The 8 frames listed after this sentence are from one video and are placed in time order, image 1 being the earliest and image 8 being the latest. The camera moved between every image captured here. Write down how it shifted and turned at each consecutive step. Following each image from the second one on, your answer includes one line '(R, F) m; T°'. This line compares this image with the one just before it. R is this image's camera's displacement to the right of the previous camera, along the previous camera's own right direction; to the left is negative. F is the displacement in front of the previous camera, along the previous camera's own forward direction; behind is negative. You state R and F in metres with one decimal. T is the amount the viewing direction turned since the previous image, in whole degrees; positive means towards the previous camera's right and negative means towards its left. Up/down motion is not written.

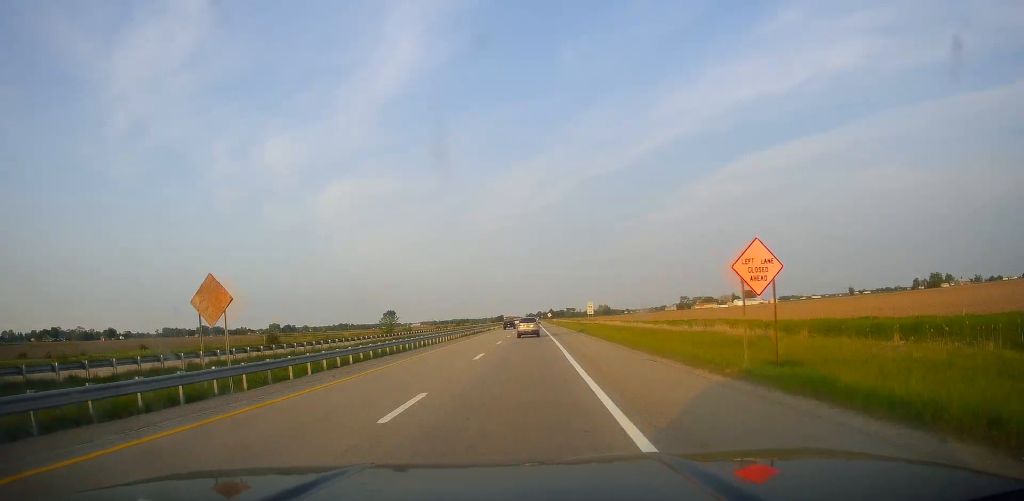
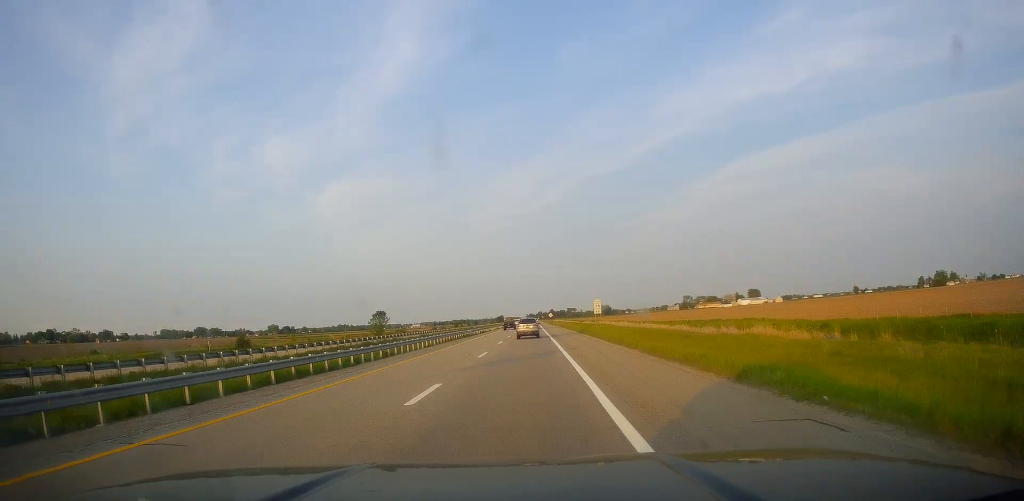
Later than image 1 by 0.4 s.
(0.0, +12.9) m; 0°
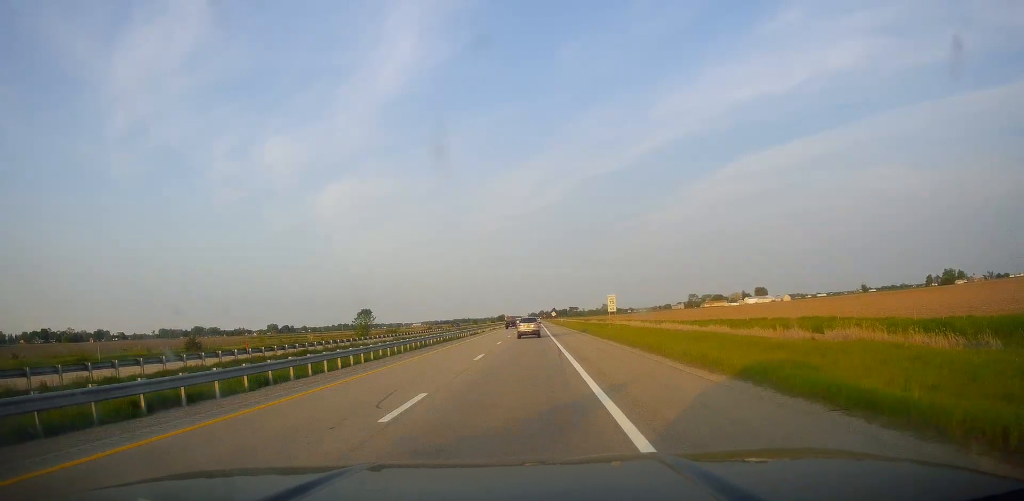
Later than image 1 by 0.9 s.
(+0.1, +17.1) m; -1°
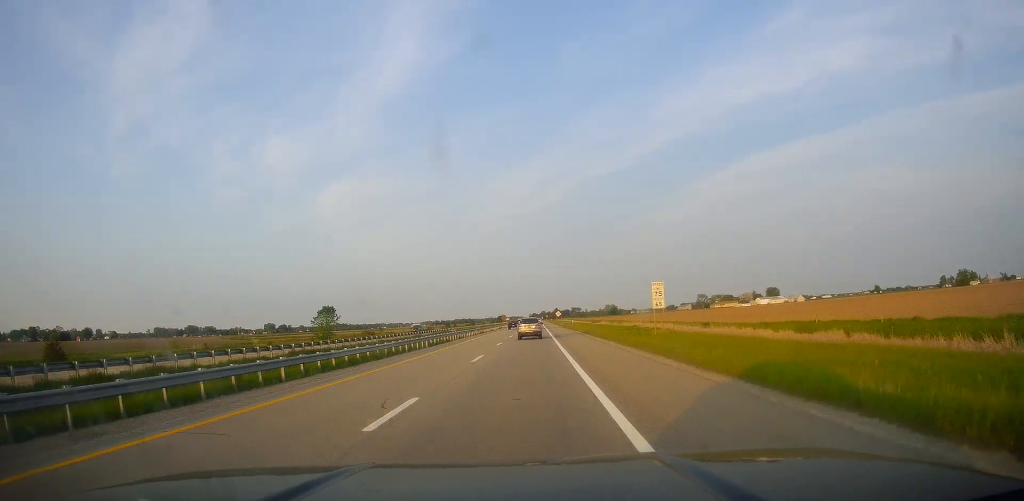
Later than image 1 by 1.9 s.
(-0.5, +31.2) m; 0°
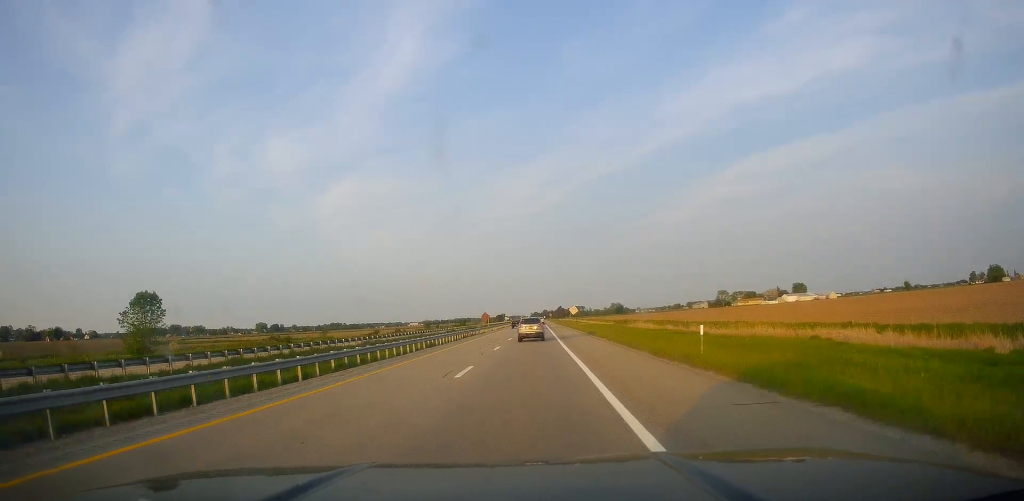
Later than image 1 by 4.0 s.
(+1.0, +66.8) m; 0°
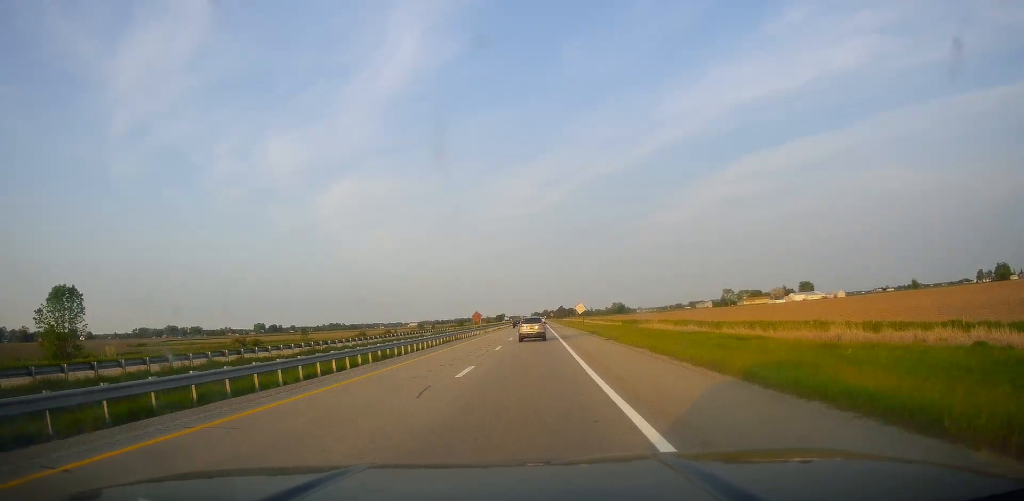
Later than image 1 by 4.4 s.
(-0.2, +15.2) m; 0°
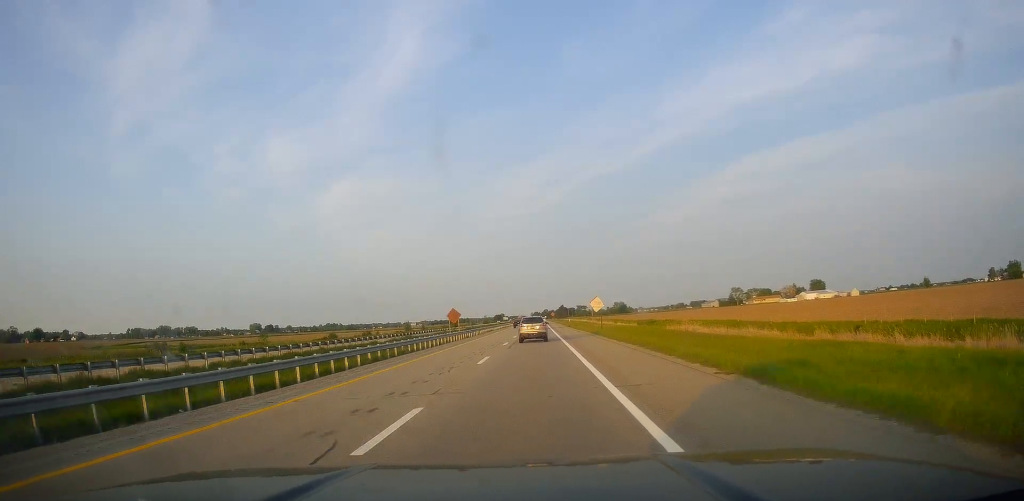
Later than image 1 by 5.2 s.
(-0.2, +25.1) m; -1°
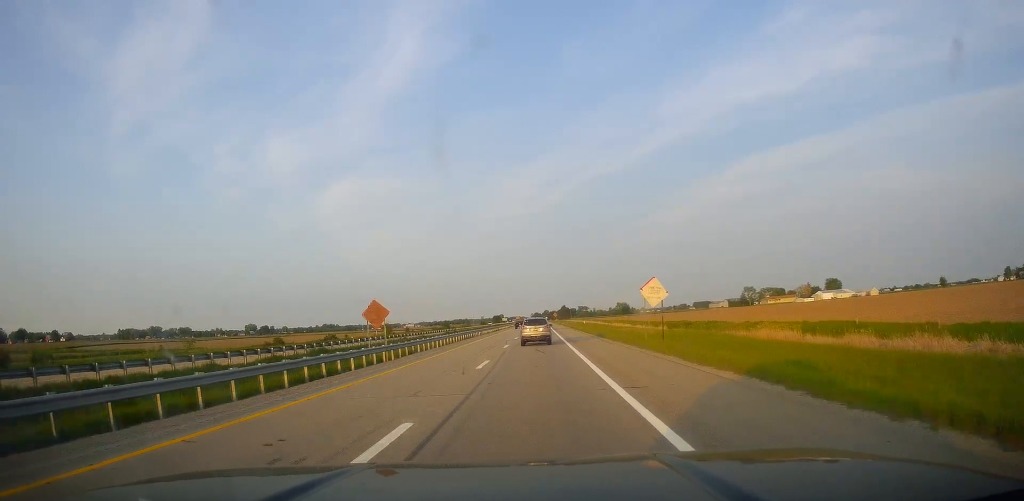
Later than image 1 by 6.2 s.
(0.0, +31.6) m; 0°
